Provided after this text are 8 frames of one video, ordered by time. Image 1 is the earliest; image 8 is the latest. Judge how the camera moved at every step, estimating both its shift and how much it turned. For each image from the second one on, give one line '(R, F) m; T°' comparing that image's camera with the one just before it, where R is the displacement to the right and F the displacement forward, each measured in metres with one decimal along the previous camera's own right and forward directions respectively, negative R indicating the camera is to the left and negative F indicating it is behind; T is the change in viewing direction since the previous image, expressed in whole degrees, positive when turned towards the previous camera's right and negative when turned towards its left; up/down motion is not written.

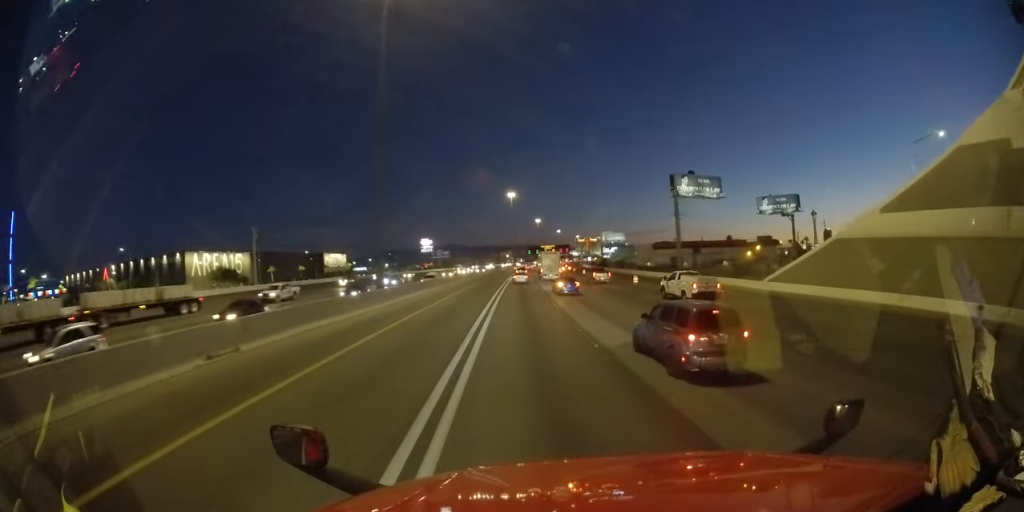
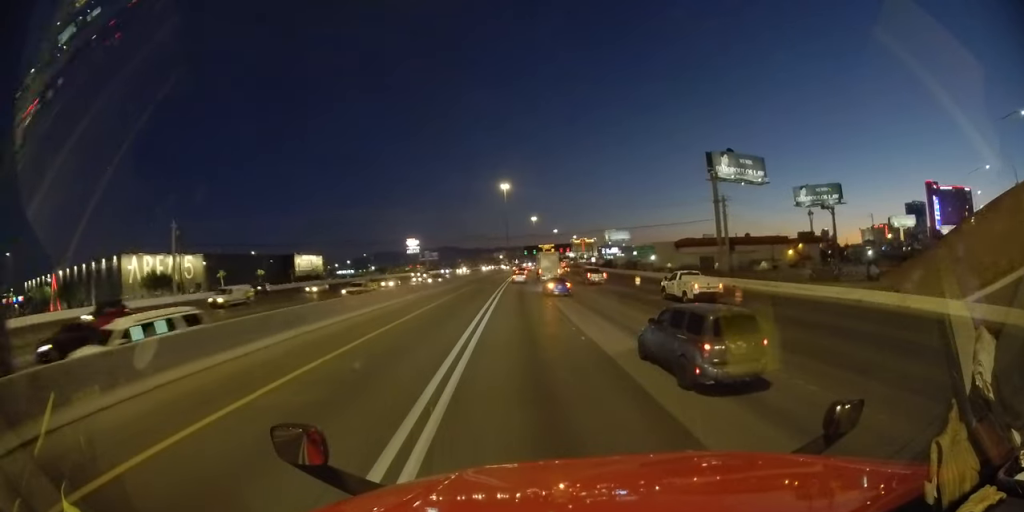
(+0.7, +23.3) m; +4°
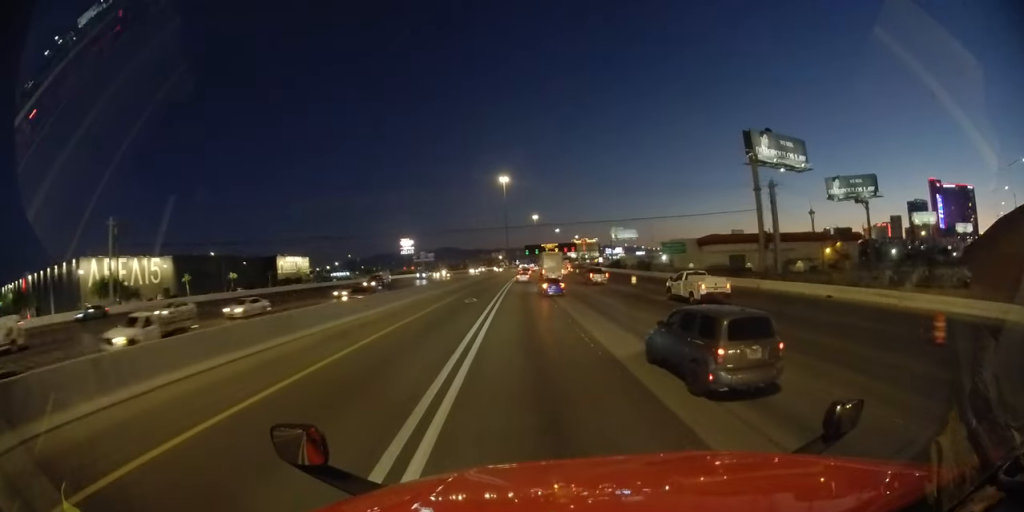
(+0.3, +14.5) m; 0°
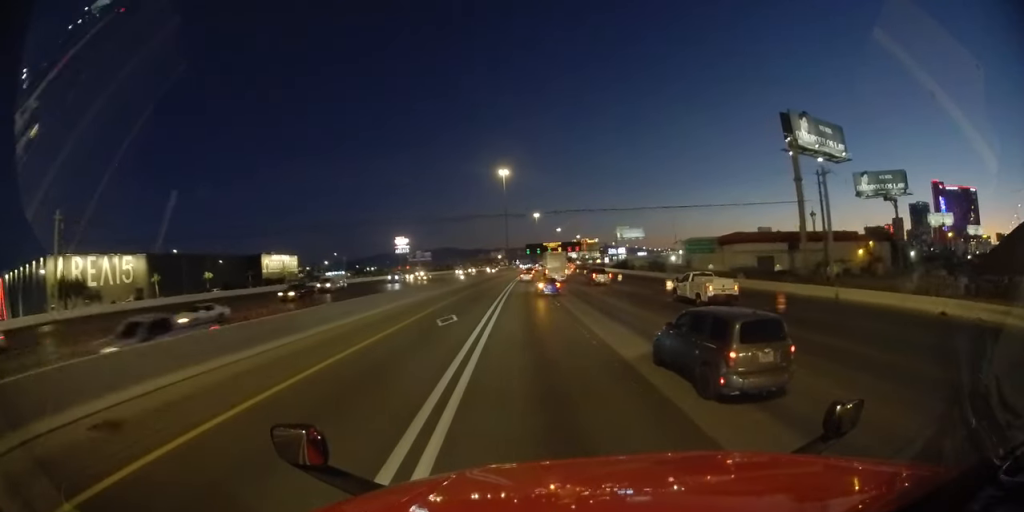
(-0.2, +10.9) m; -1°
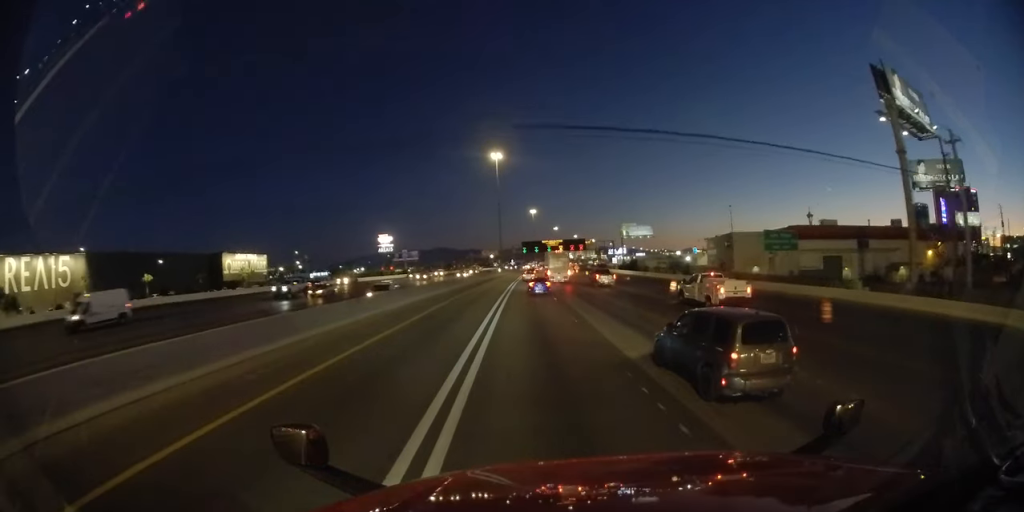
(-0.1, +20.5) m; 0°
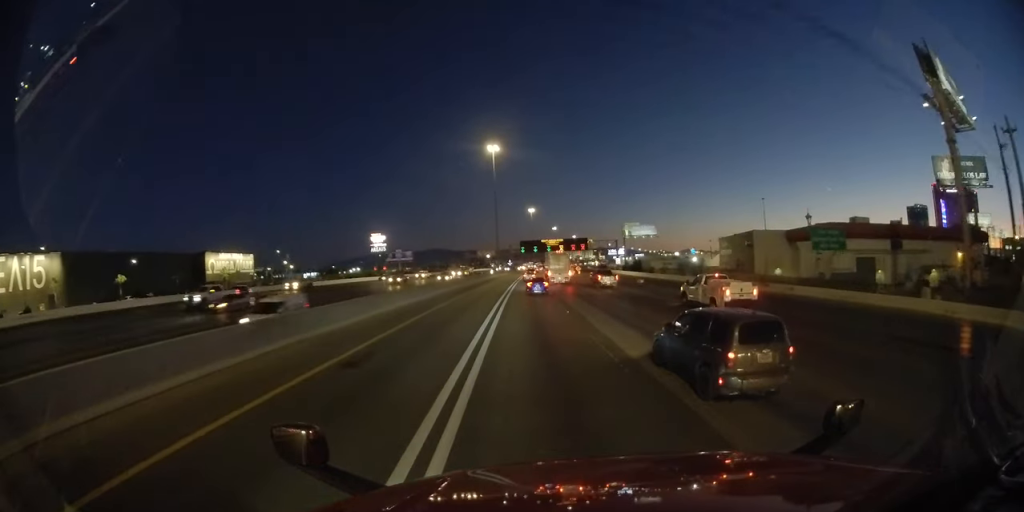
(0.0, +7.8) m; 0°
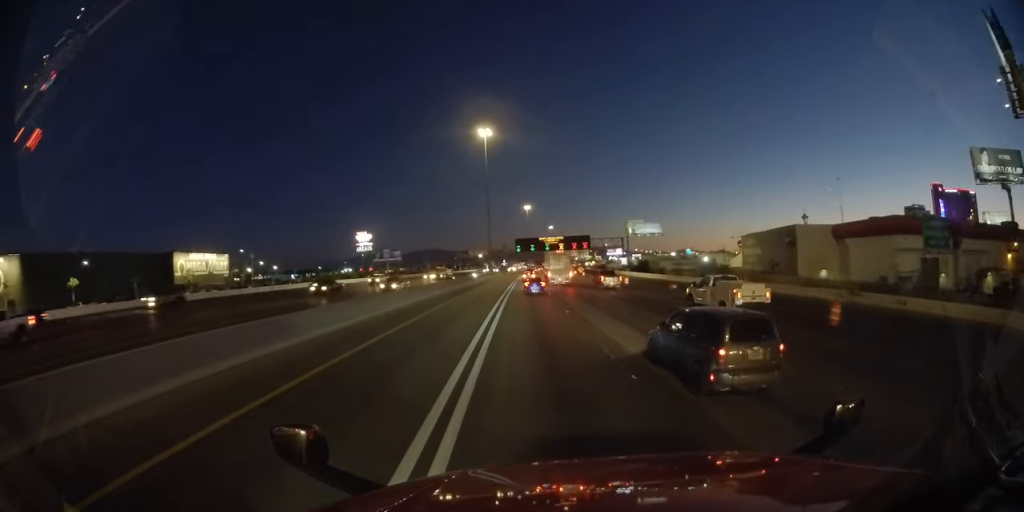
(0.0, +12.7) m; 0°
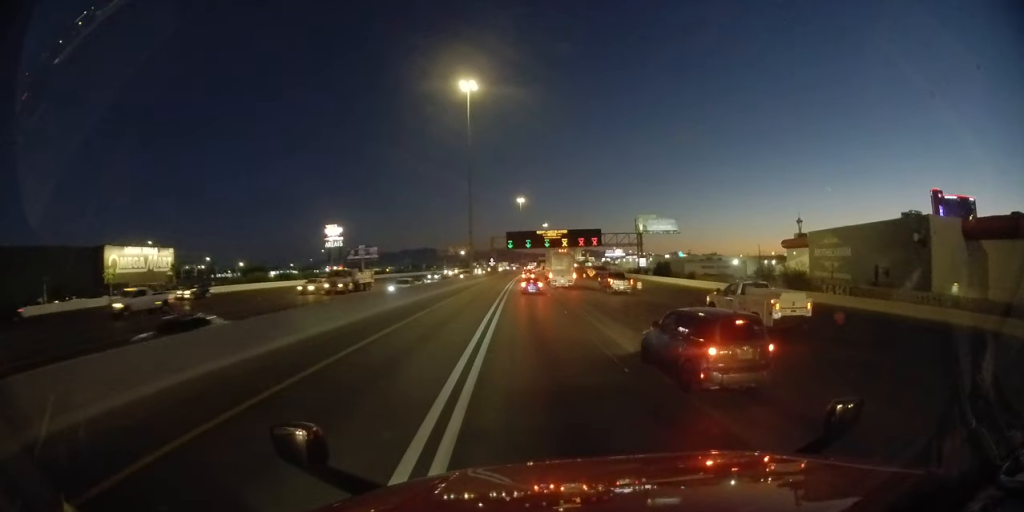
(+0.3, +24.6) m; +1°
